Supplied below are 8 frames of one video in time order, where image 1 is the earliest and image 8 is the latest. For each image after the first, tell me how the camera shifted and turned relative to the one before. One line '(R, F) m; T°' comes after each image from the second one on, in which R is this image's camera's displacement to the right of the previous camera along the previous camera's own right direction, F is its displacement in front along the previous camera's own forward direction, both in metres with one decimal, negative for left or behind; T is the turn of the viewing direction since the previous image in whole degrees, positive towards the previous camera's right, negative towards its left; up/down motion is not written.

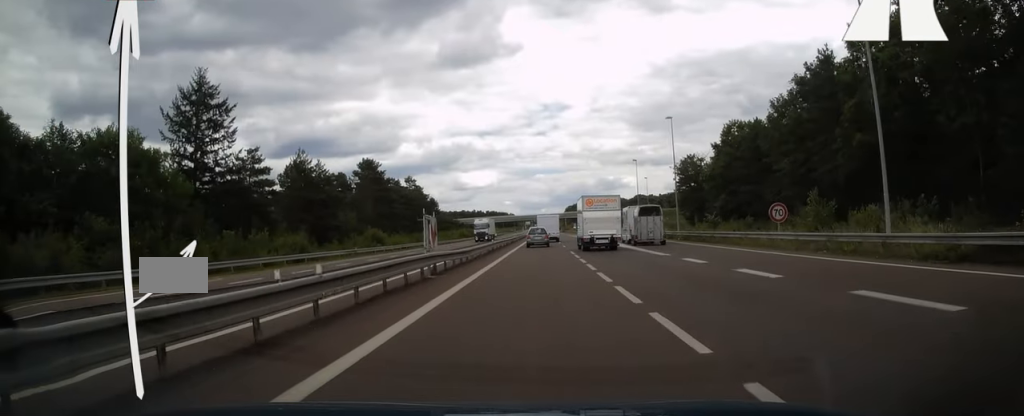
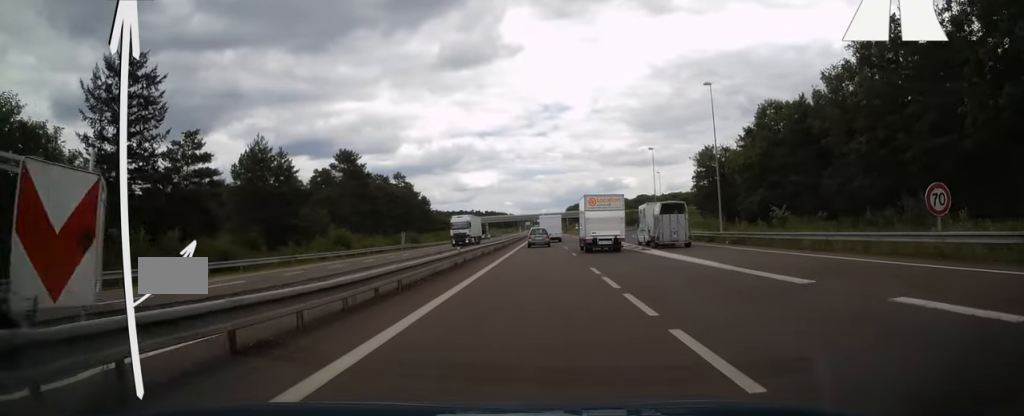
(0.0, +14.6) m; 0°
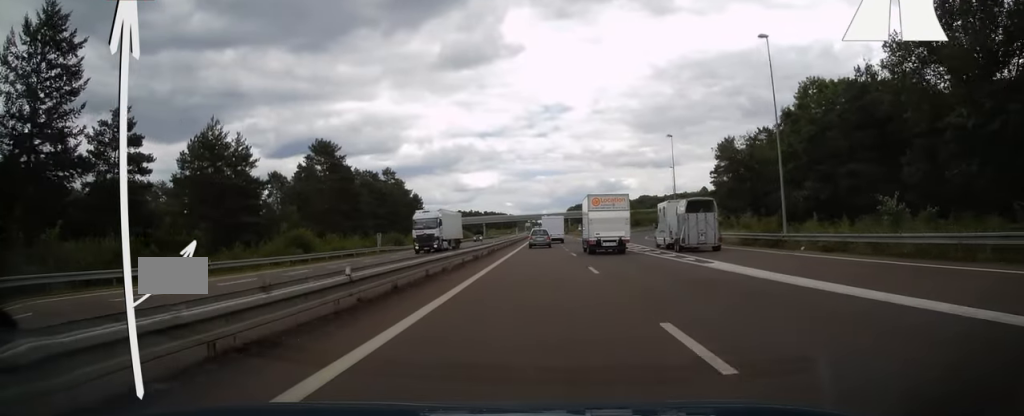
(0.0, +12.3) m; 0°
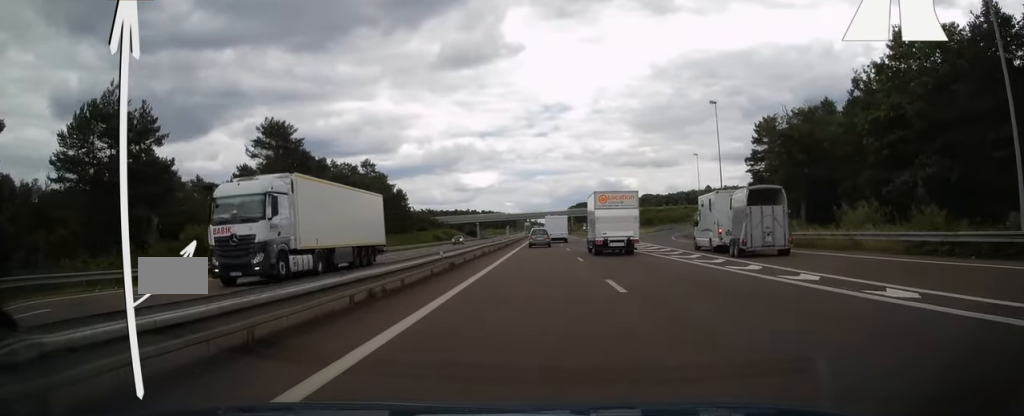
(0.0, +18.7) m; 0°
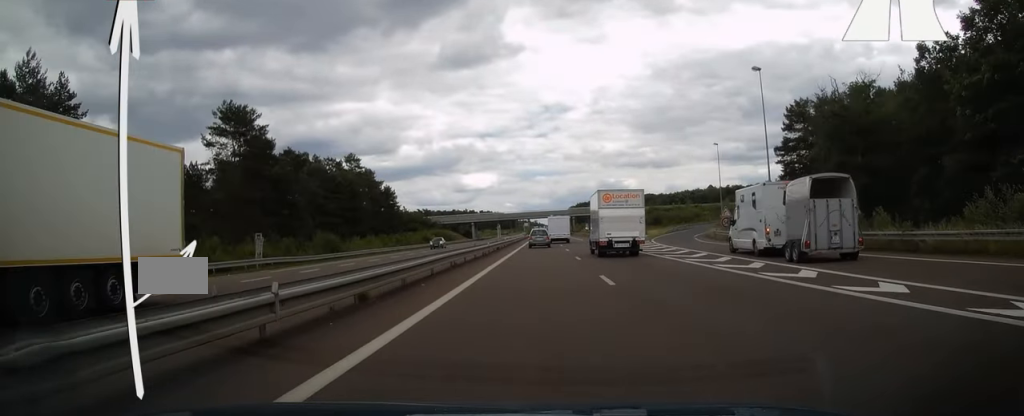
(0.0, +11.4) m; 0°
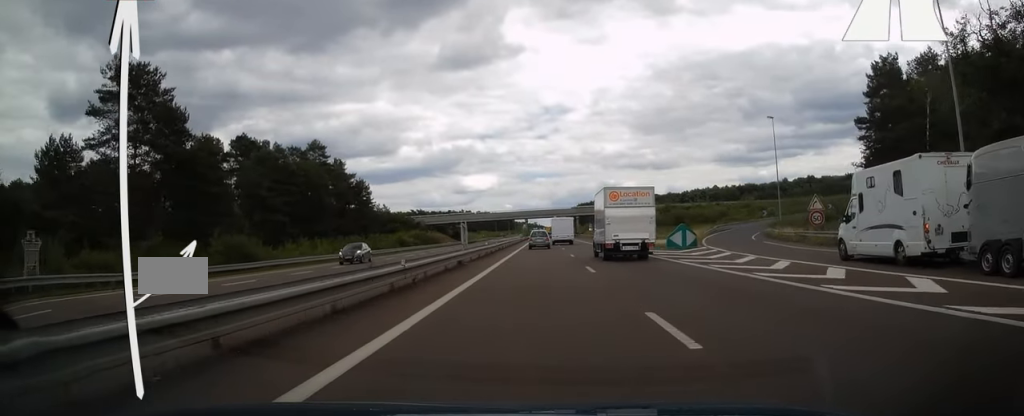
(+0.1, +20.9) m; 0°
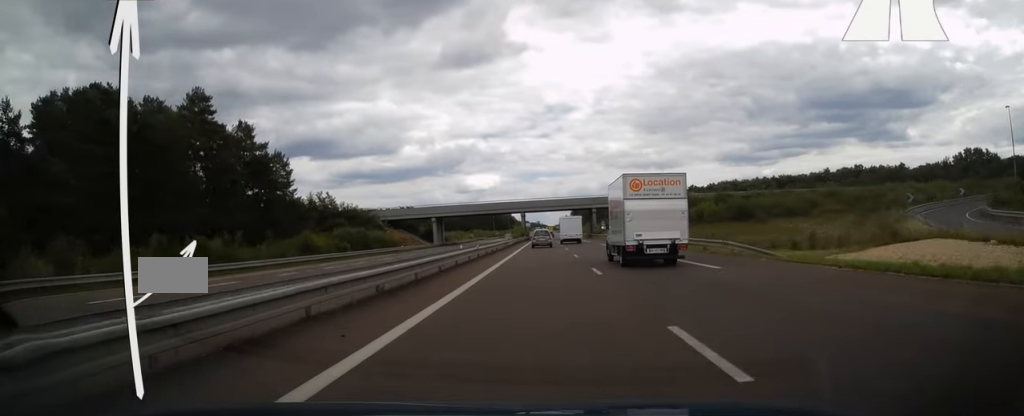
(-0.3, +40.5) m; 0°
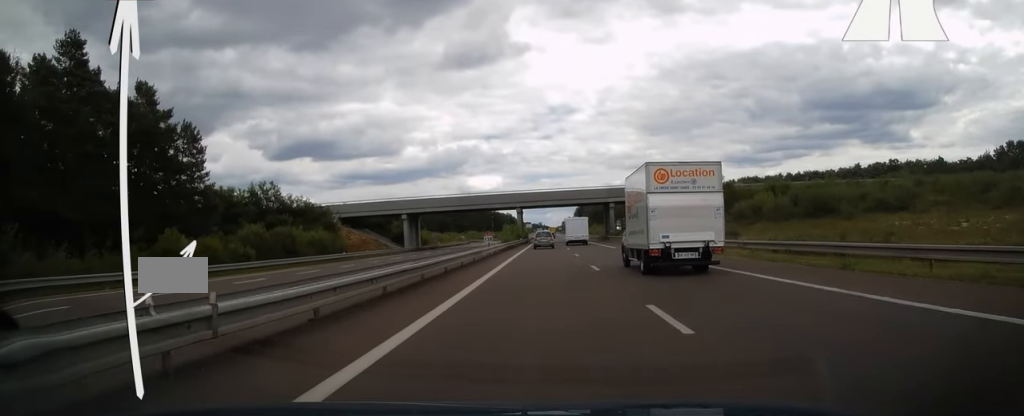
(+0.2, +23.6) m; 0°
